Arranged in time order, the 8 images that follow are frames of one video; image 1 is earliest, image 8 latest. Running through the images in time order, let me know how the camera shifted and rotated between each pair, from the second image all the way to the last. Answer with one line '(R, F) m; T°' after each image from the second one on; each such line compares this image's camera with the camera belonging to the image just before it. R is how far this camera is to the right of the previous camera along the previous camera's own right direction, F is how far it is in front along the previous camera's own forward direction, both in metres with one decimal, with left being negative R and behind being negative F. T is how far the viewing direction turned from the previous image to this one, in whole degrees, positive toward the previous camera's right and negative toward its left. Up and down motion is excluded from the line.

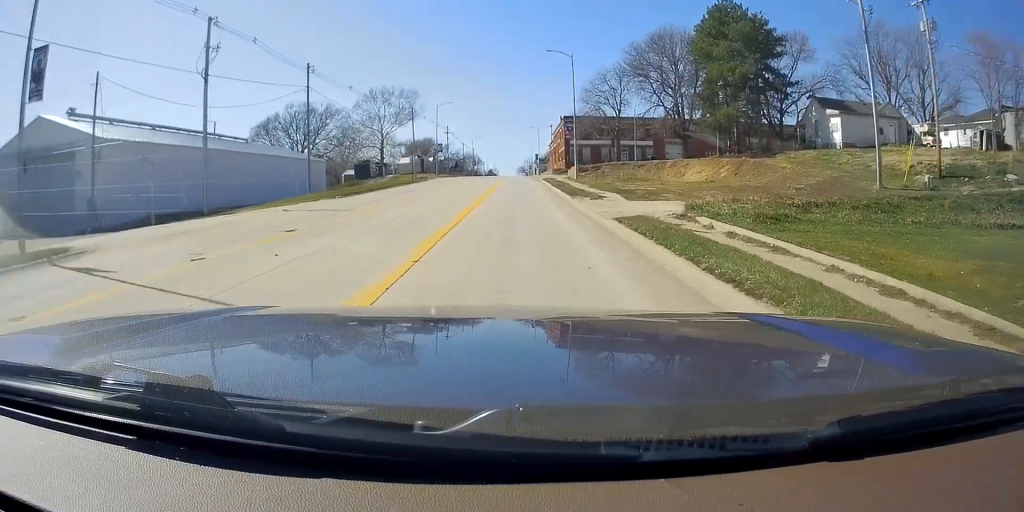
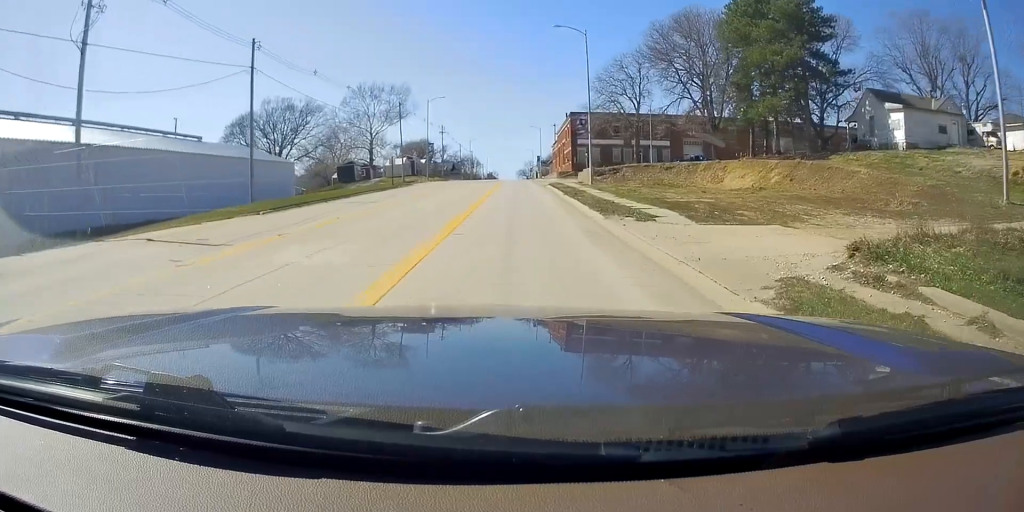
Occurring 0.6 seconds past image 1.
(-0.8, +10.3) m; -1°
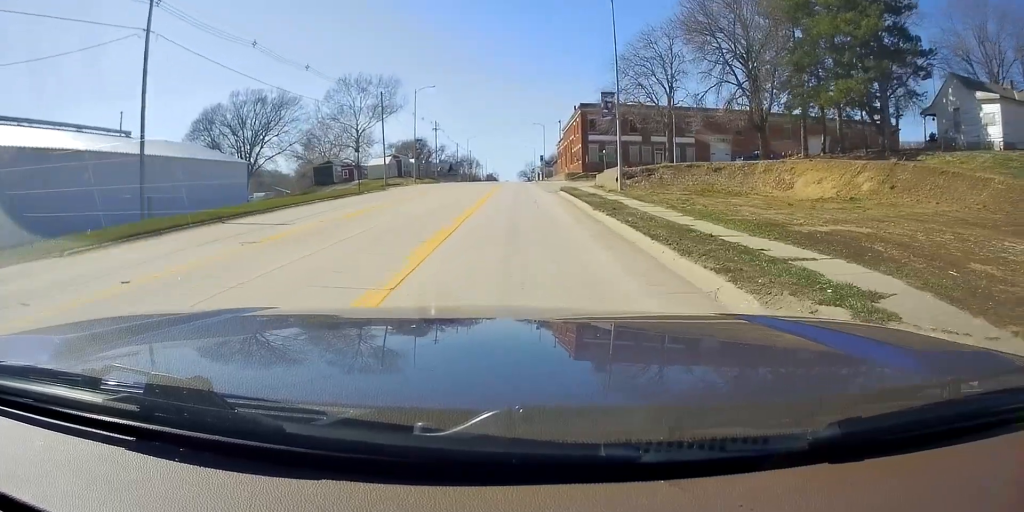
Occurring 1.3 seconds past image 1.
(+0.8, +11.9) m; -1°
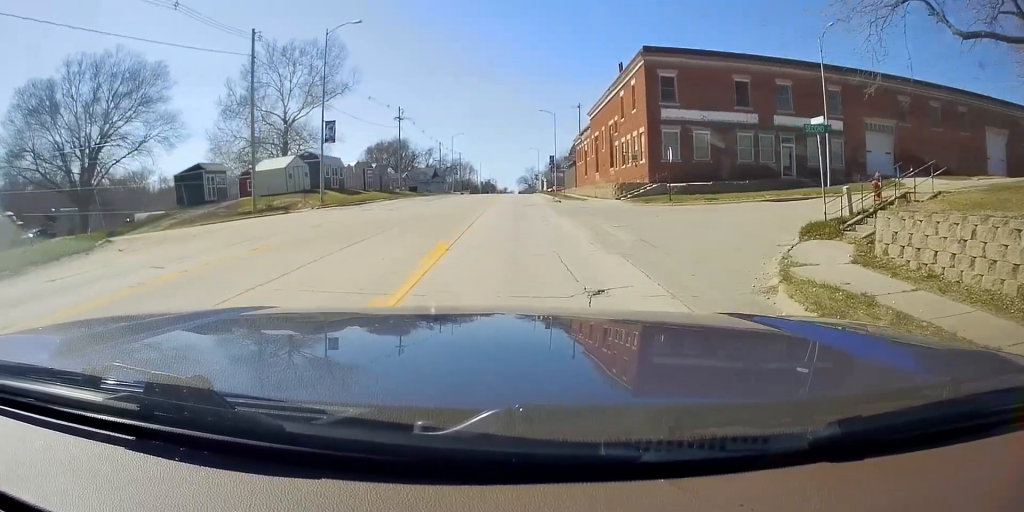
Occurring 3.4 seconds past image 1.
(+6.8, +33.4) m; +19°
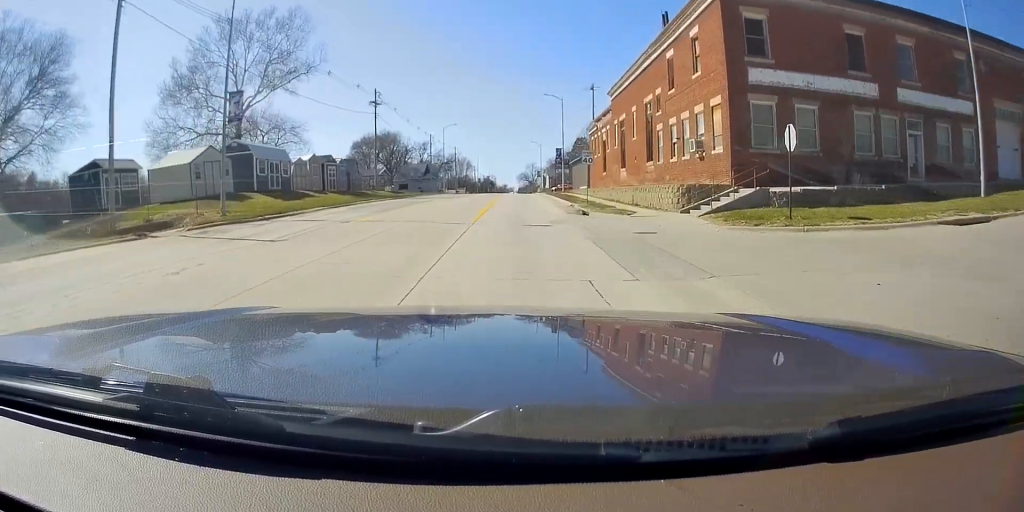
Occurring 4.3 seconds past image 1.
(-2.3, +12.7) m; -13°
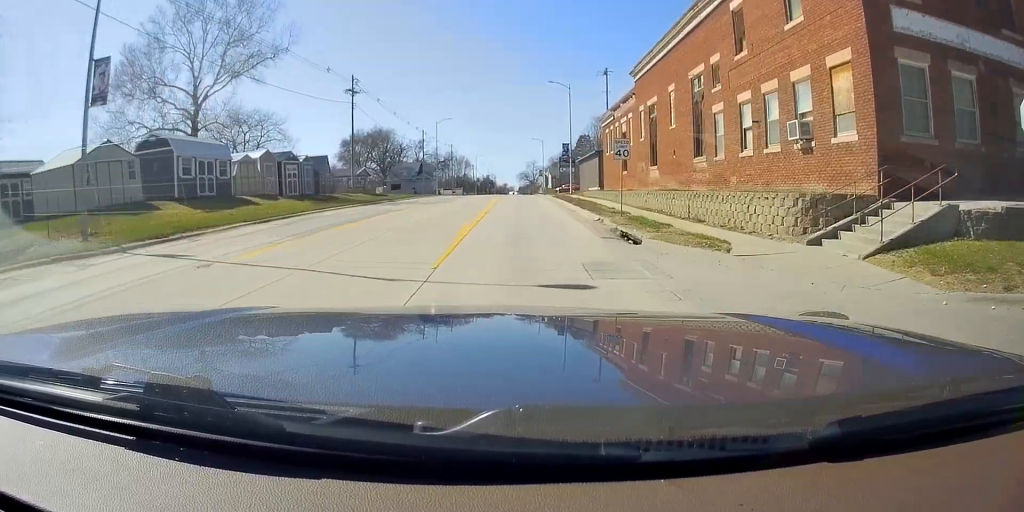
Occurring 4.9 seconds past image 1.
(-1.0, +9.1) m; -4°
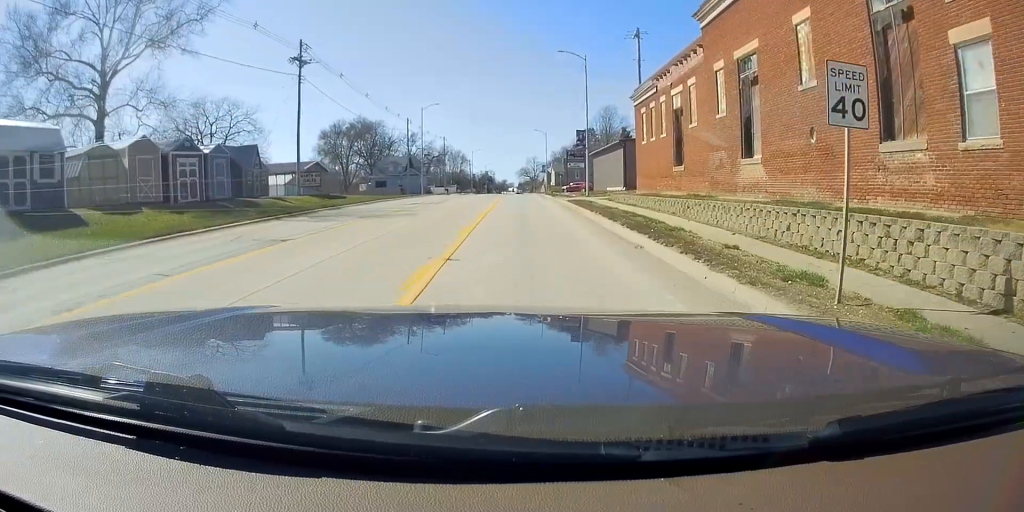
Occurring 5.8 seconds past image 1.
(-0.1, +13.4) m; +7°
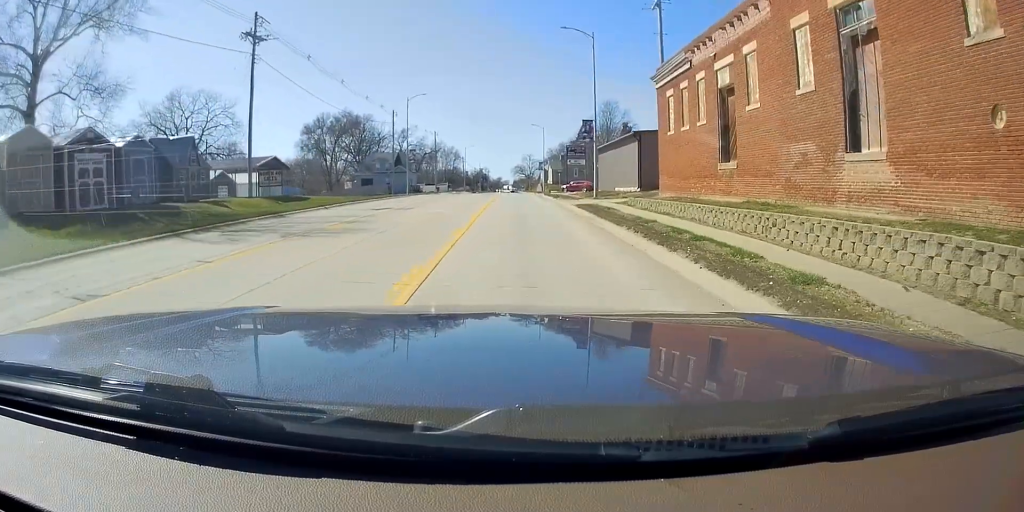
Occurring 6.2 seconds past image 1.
(+1.0, +6.9) m; +3°
